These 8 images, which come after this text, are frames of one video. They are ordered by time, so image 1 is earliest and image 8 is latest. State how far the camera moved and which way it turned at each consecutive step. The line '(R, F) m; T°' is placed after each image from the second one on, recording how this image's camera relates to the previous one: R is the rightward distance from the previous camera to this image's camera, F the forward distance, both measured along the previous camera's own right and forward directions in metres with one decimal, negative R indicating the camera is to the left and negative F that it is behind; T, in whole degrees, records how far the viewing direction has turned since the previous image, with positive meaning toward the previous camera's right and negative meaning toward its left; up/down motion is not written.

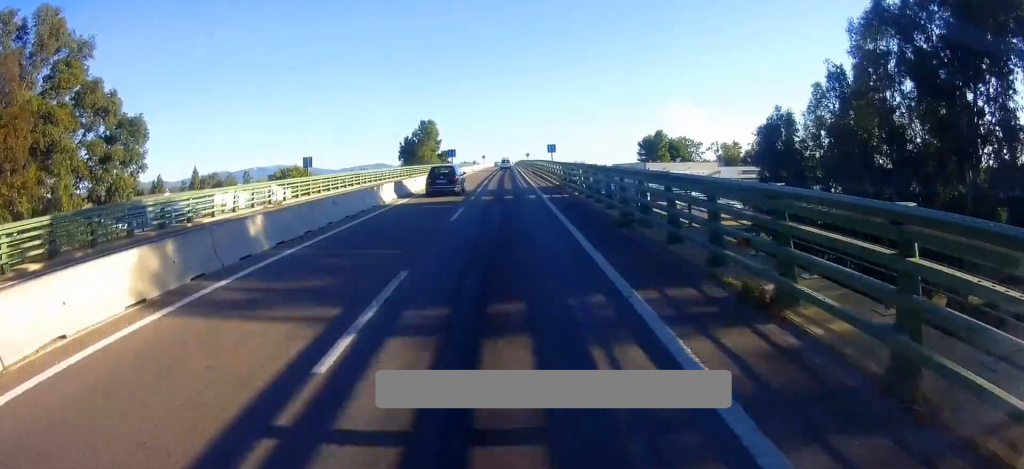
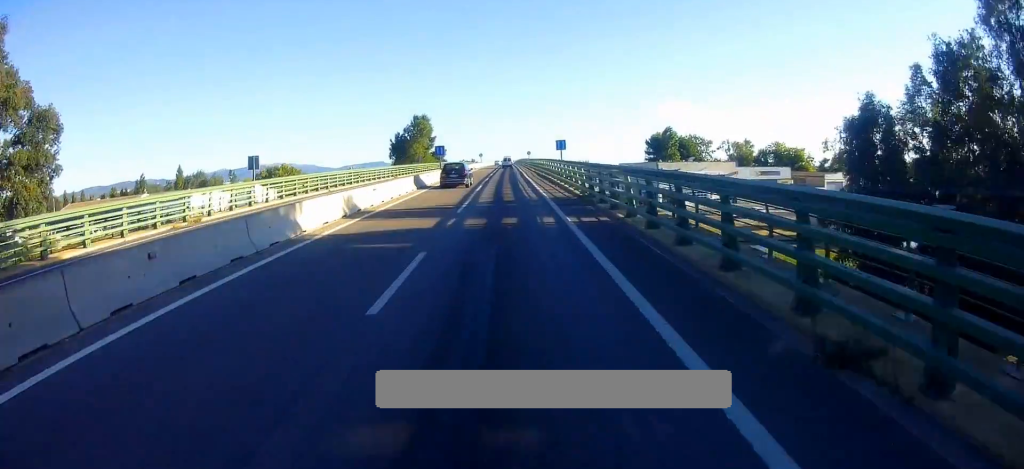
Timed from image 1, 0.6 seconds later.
(-0.1, +10.3) m; 0°
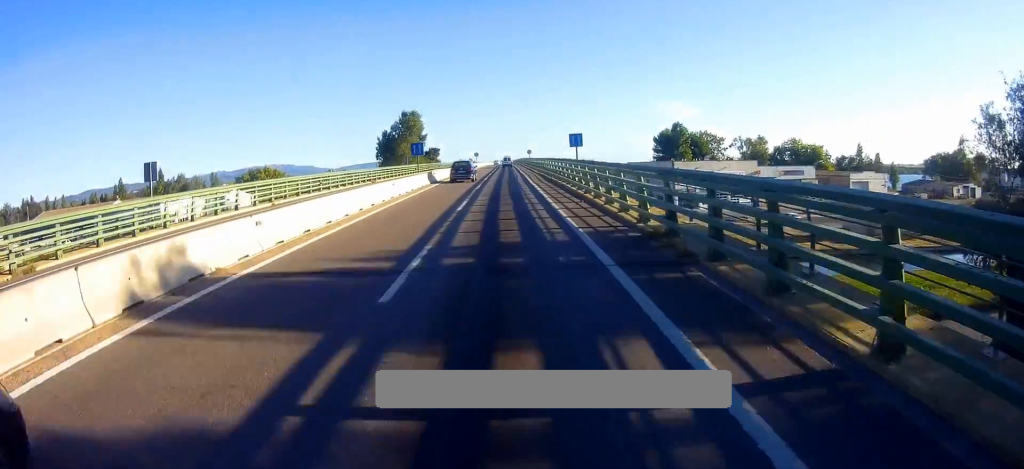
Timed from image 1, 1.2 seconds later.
(0.0, +11.7) m; 0°
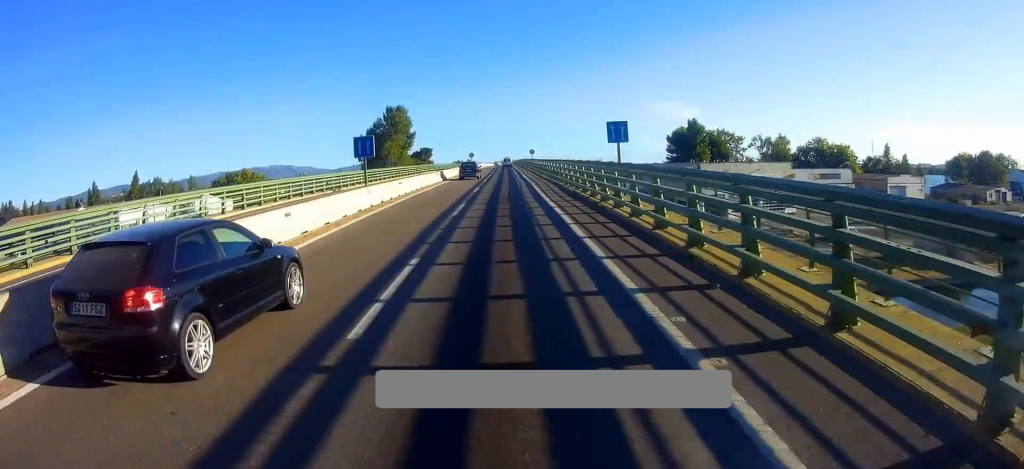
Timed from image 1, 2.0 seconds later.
(0.0, +14.0) m; +1°
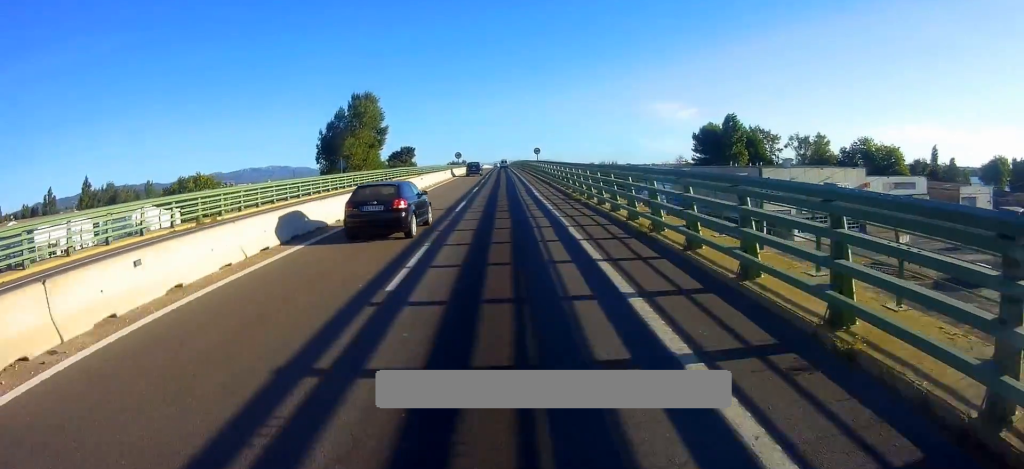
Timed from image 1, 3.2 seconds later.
(+0.4, +22.8) m; 0°
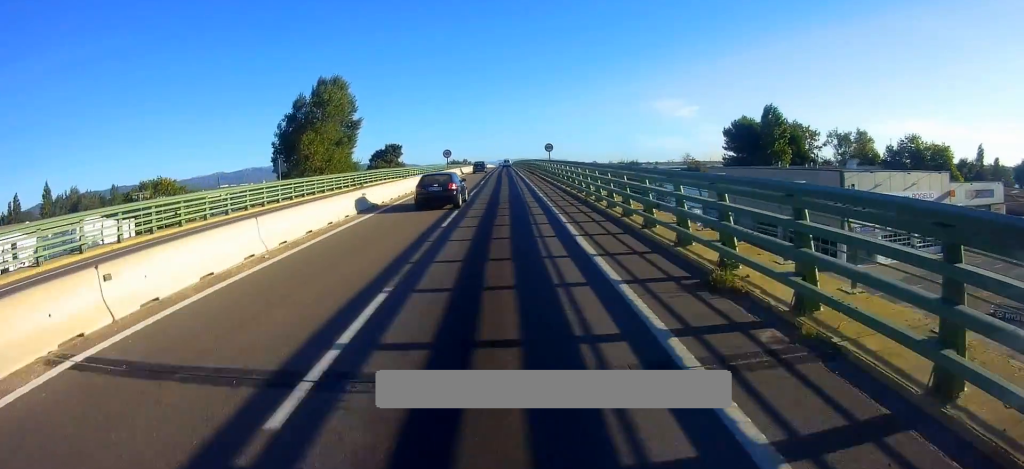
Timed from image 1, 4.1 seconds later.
(-0.4, +16.8) m; -2°
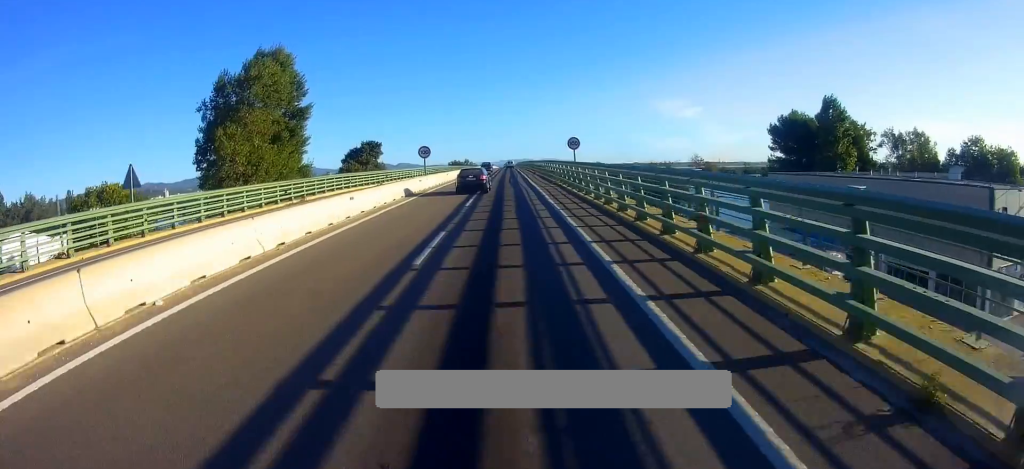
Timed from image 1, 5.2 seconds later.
(0.0, +18.6) m; +1°
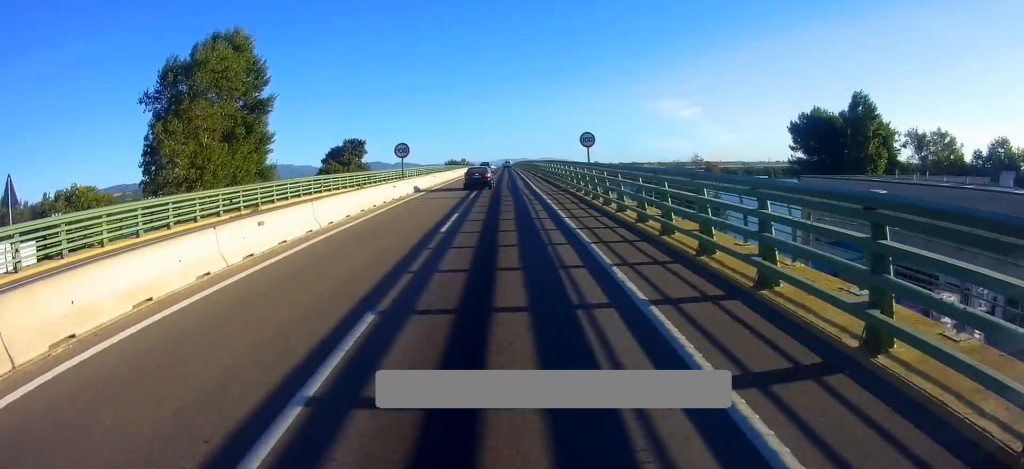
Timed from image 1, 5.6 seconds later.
(+0.3, +7.8) m; 0°
